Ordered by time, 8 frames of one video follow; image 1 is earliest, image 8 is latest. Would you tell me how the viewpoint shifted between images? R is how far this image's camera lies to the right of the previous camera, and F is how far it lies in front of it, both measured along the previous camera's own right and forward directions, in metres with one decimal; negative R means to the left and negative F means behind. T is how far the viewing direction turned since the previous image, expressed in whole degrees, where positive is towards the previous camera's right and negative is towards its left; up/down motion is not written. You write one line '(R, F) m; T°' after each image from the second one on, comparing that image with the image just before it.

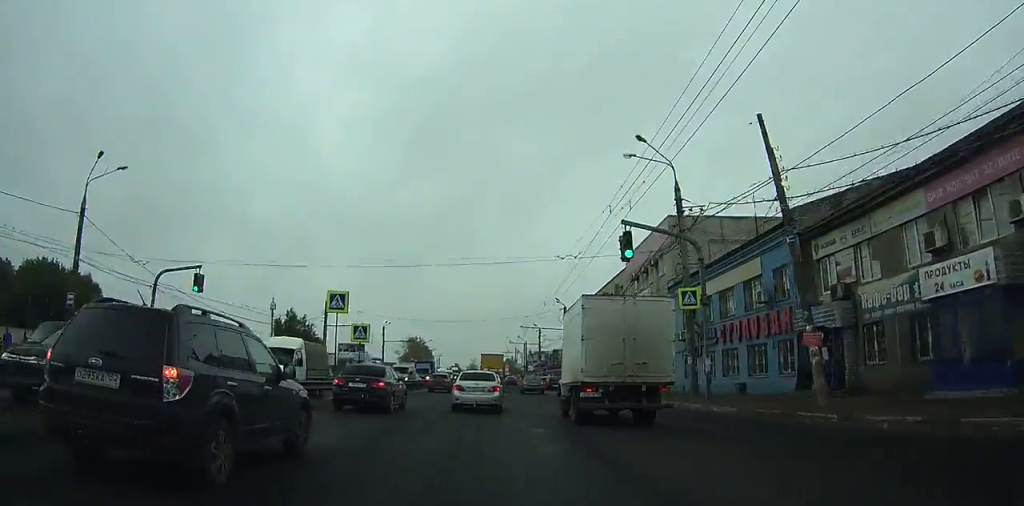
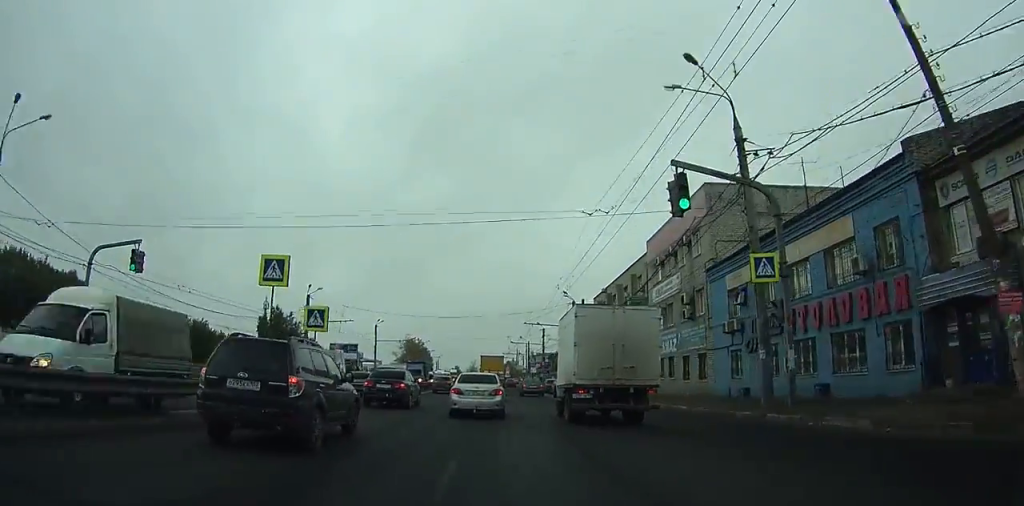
(0.0, +7.8) m; 0°
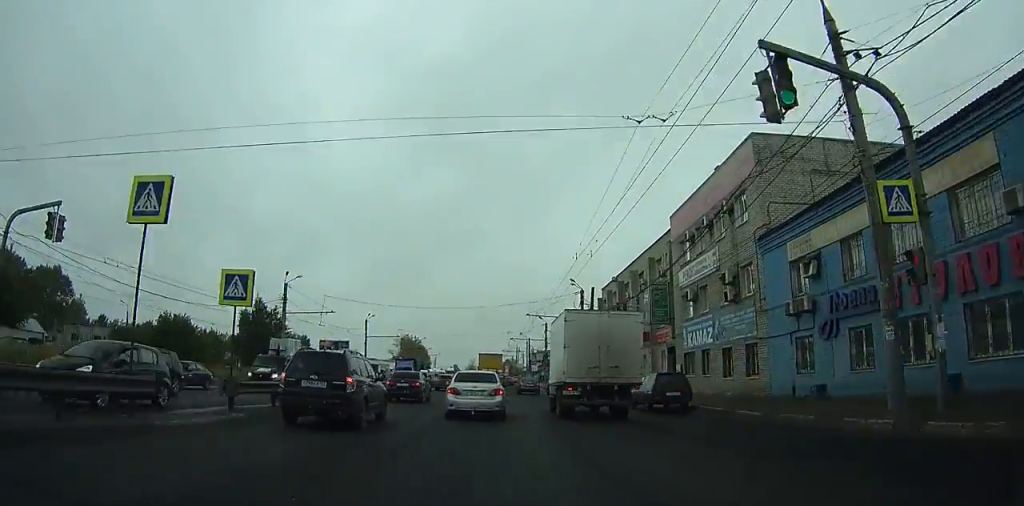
(+0.1, +7.5) m; 0°
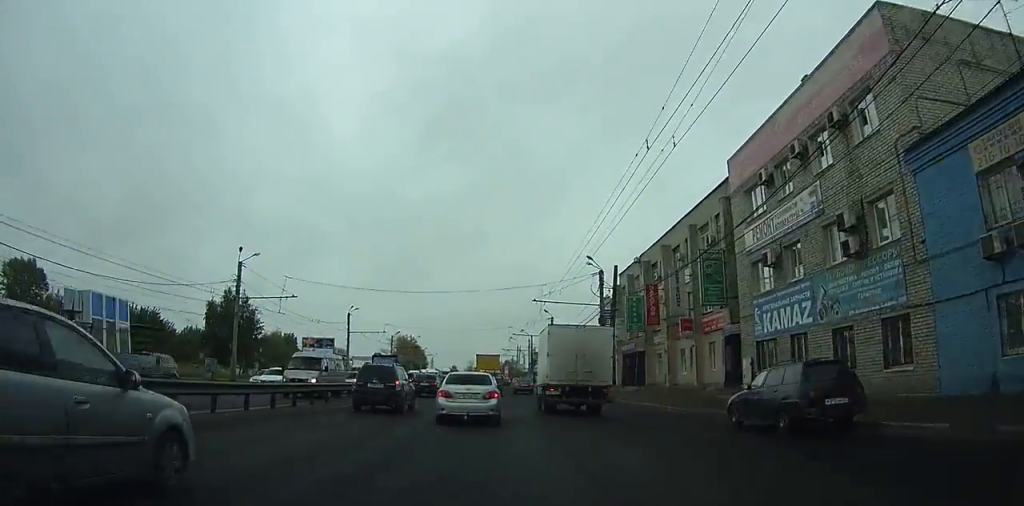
(0.0, +11.9) m; -1°
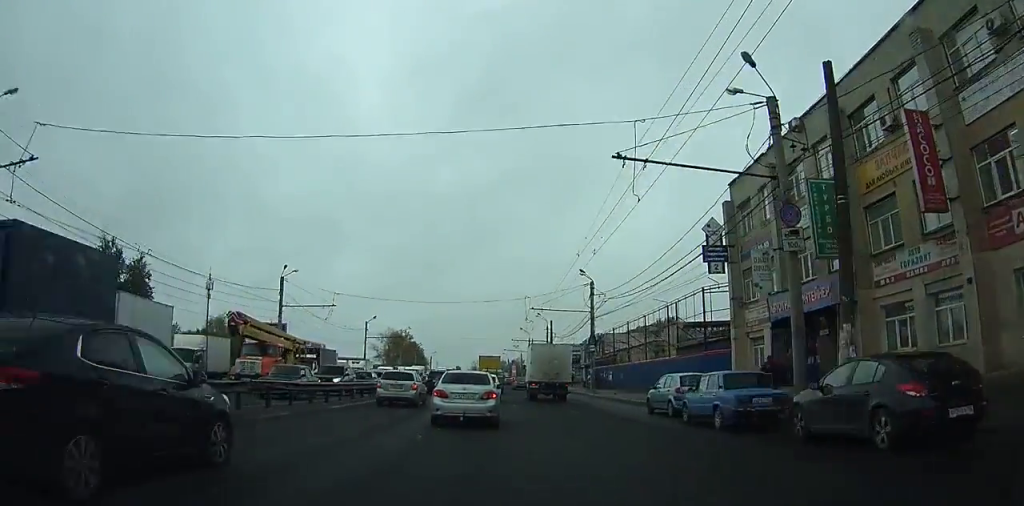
(-0.9, +29.2) m; -5°
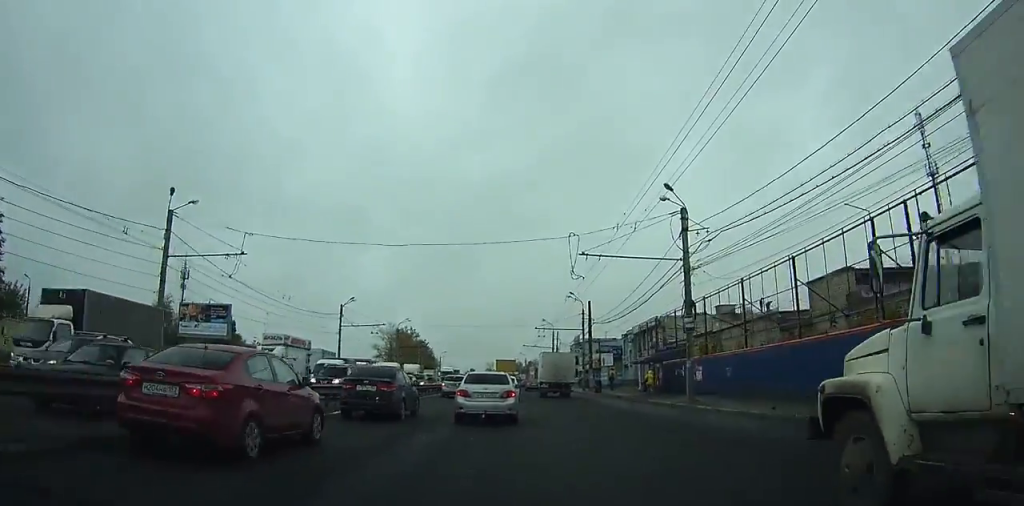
(+0.1, +21.5) m; +4°
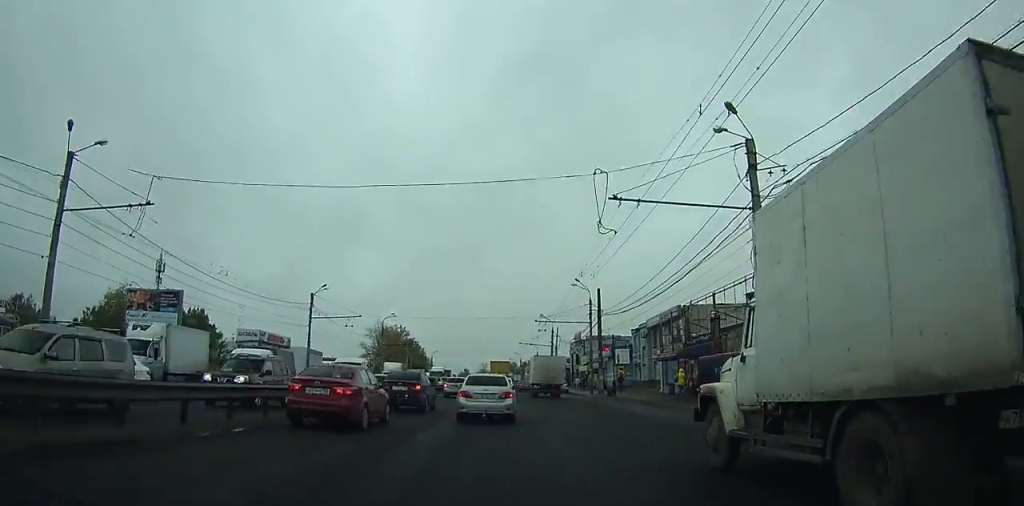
(+0.8, +9.6) m; +2°
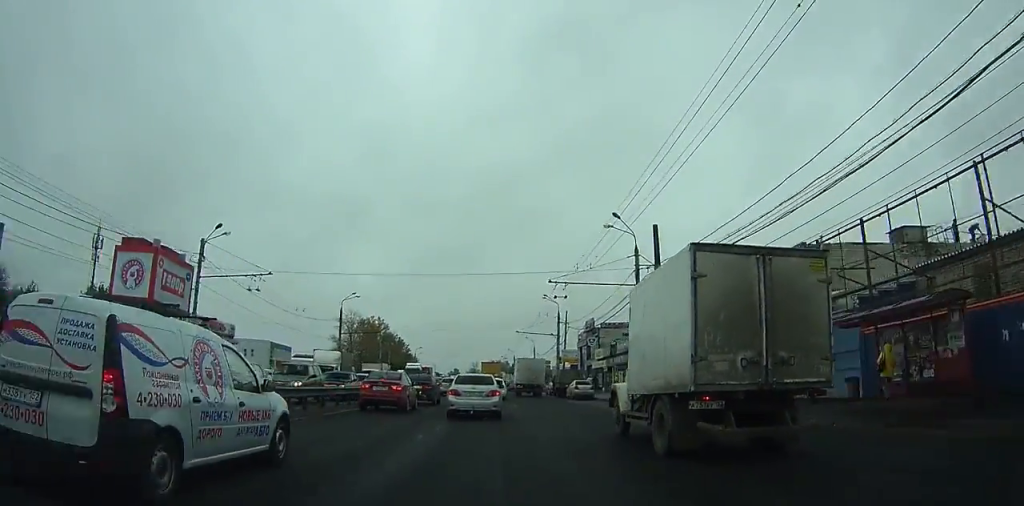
(-0.9, +22.0) m; -2°
